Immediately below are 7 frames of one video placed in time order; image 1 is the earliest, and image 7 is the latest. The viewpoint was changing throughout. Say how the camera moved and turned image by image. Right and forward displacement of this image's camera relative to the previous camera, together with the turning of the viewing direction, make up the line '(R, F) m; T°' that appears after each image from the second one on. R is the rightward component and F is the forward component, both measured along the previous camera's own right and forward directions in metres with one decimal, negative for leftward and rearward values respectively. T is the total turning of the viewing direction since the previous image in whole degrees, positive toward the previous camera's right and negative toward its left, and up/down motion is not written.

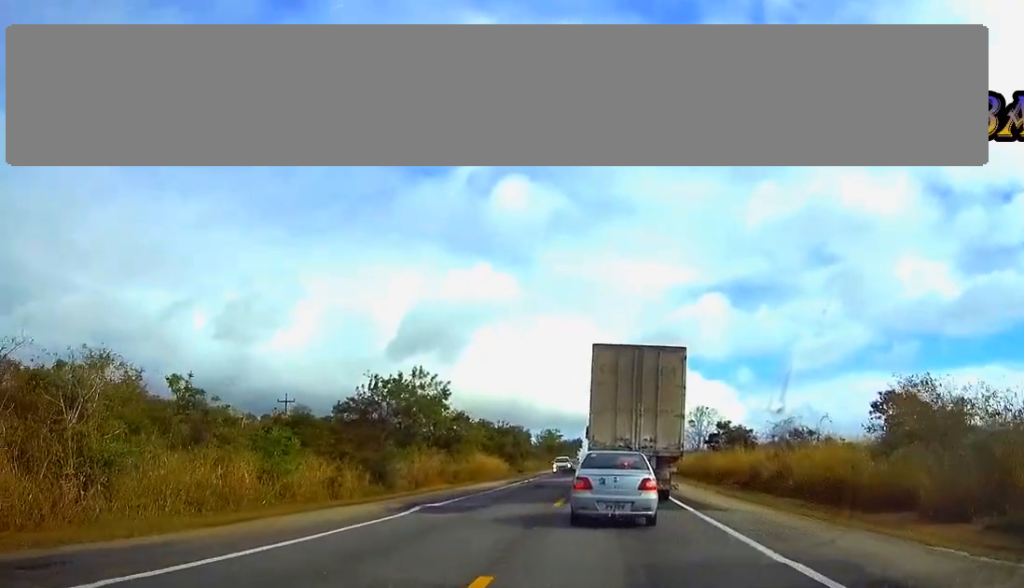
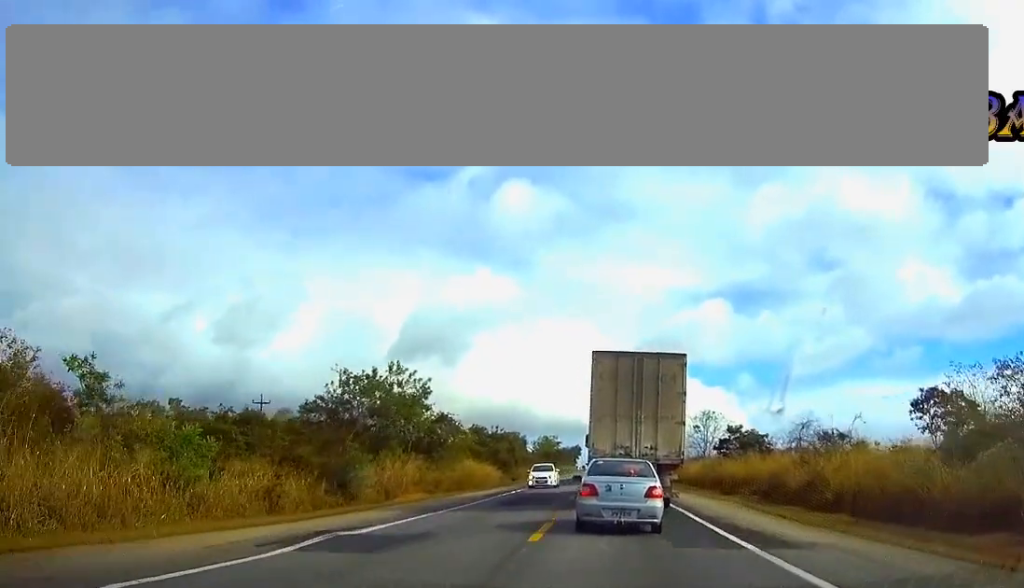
(0.0, +7.8) m; 0°
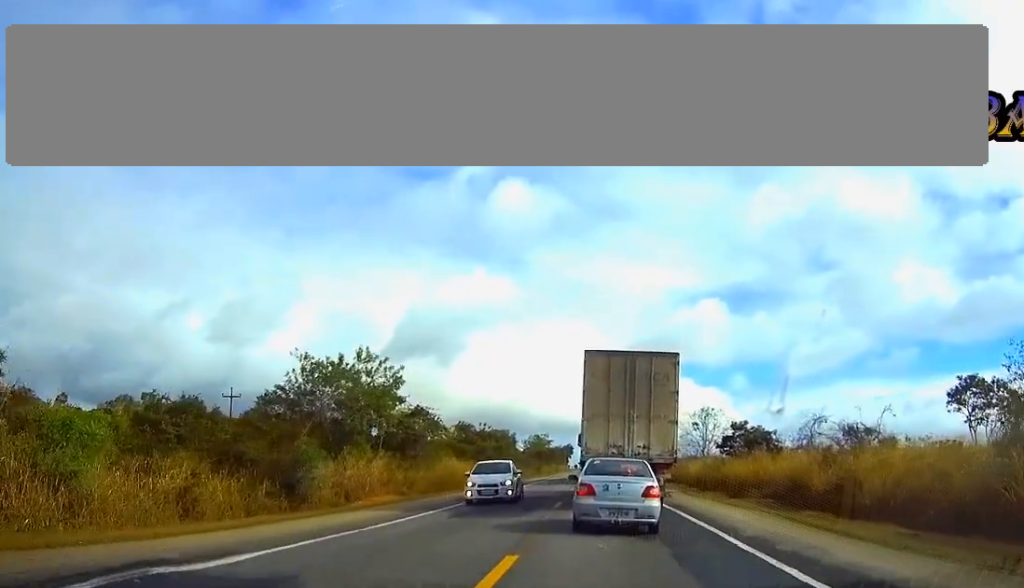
(0.0, +6.5) m; 0°
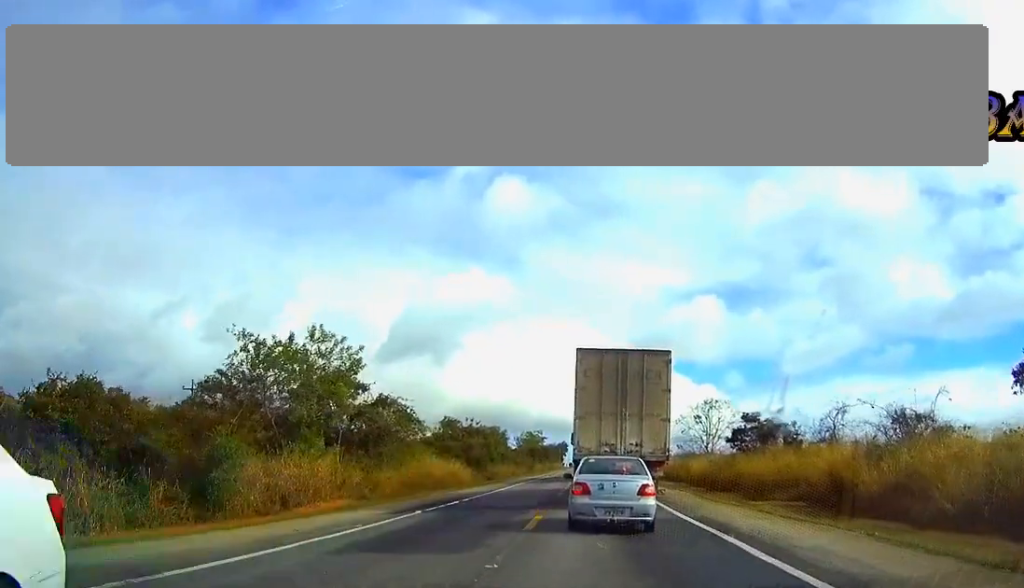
(0.0, +8.4) m; 0°
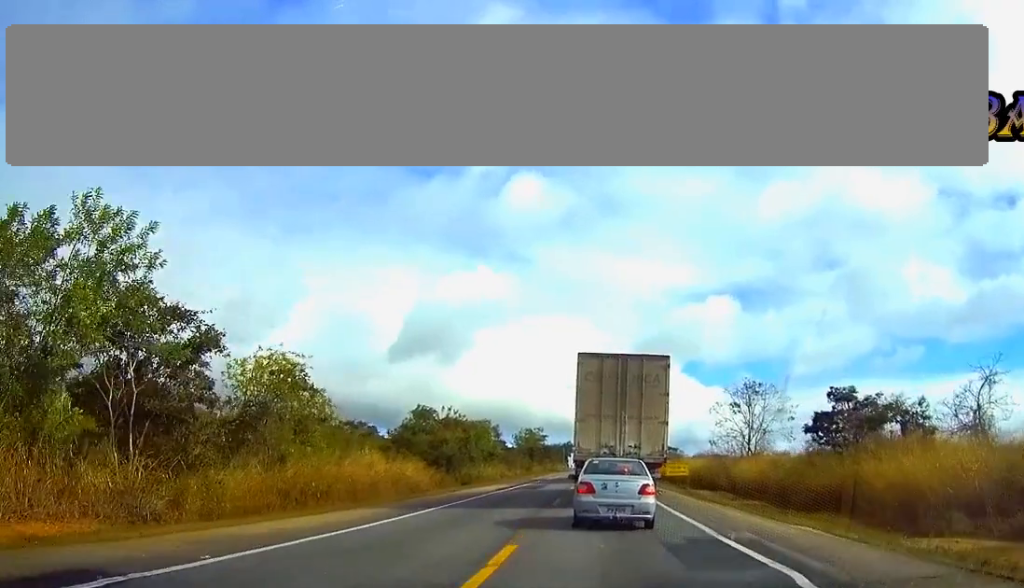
(0.0, +24.2) m; 0°
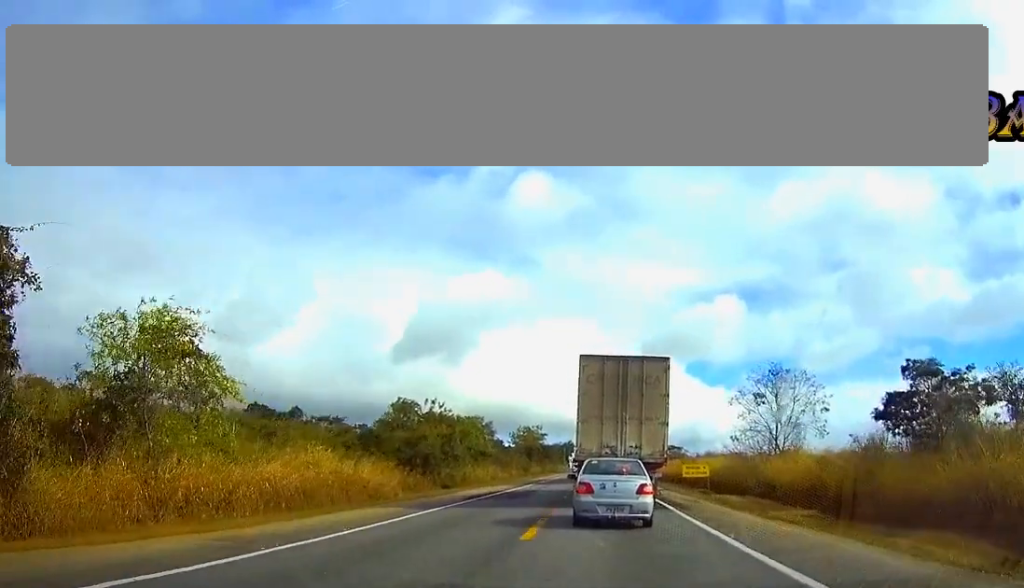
(0.0, +11.3) m; 0°
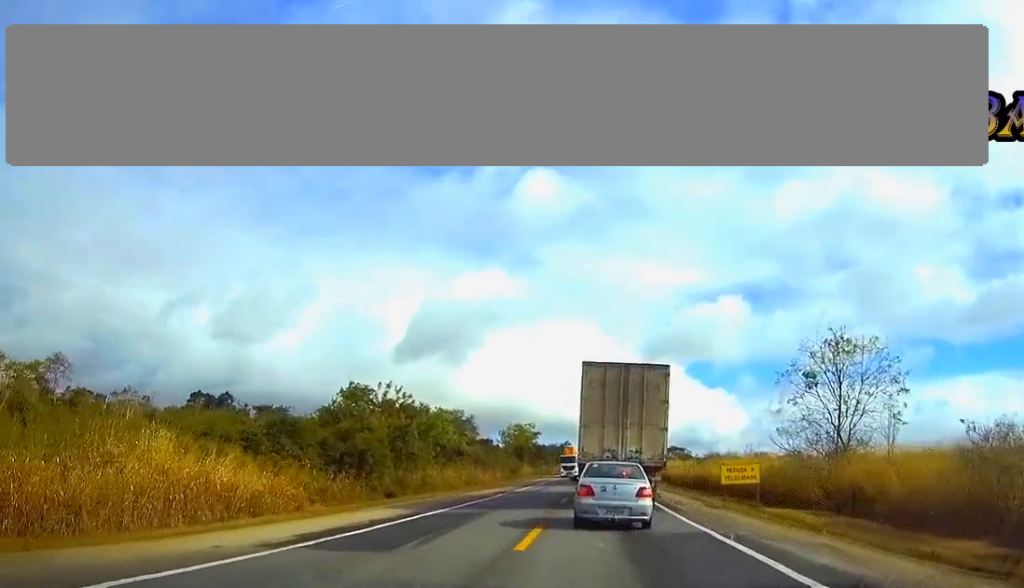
(0.0, +18.2) m; 0°
